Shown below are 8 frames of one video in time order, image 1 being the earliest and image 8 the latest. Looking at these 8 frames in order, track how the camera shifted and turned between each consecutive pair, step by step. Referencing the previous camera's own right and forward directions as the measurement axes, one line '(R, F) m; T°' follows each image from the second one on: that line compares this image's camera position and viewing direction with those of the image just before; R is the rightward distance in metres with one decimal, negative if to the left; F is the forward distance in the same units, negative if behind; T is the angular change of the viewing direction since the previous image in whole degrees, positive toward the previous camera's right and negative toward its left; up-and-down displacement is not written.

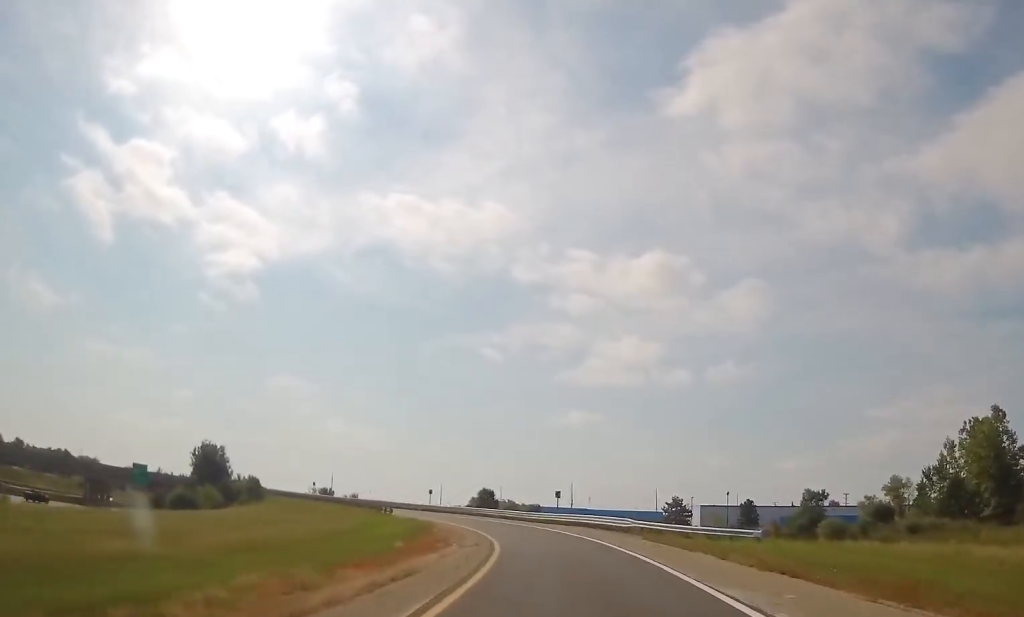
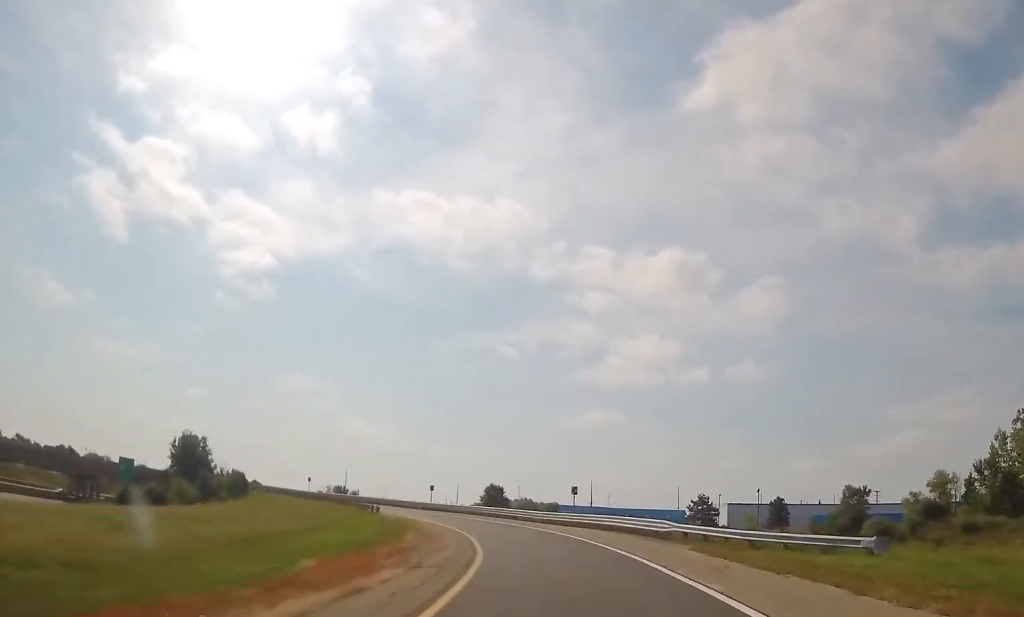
(+0.1, +10.3) m; -1°
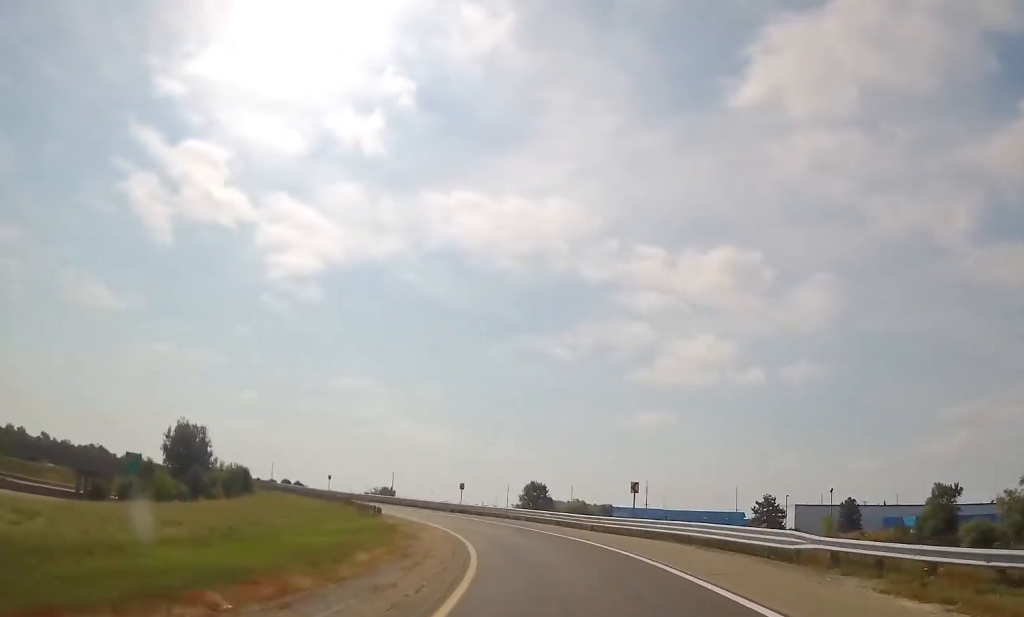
(-0.3, +12.9) m; -2°
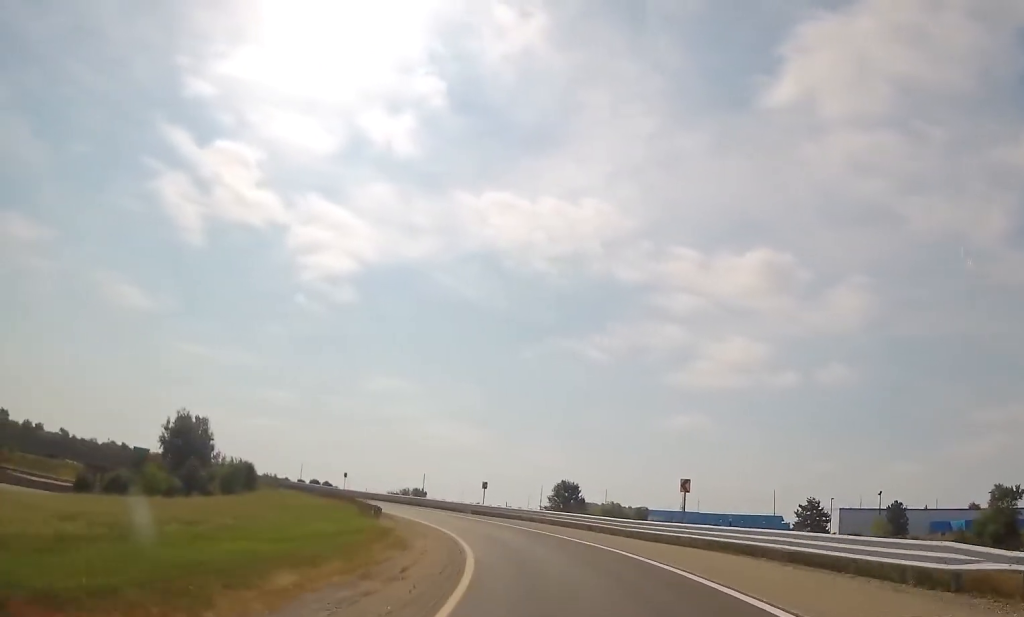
(0.0, +7.1) m; -1°
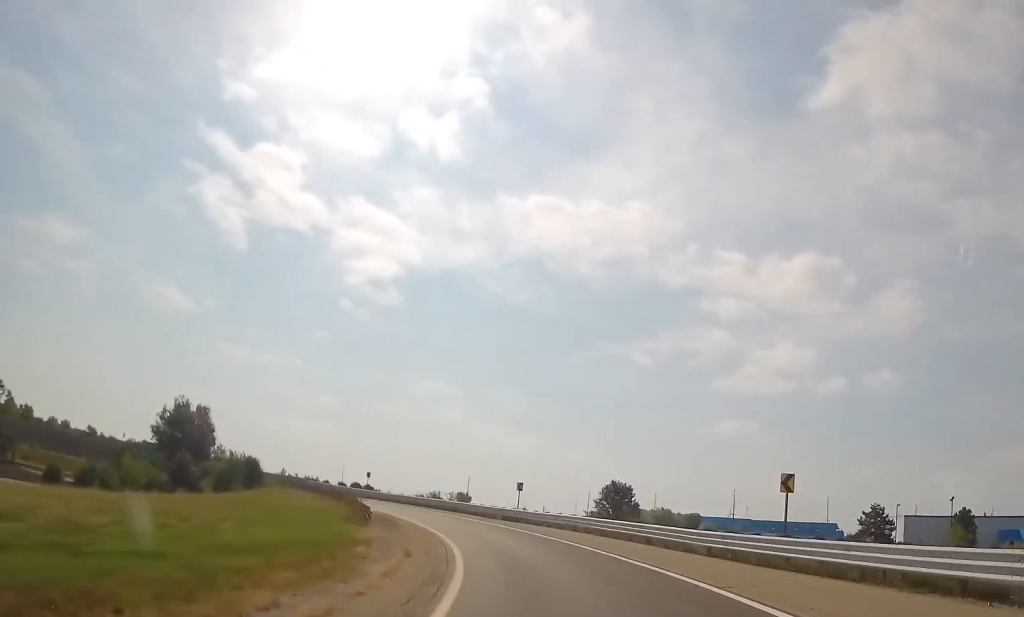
(-0.2, +9.3) m; -2°
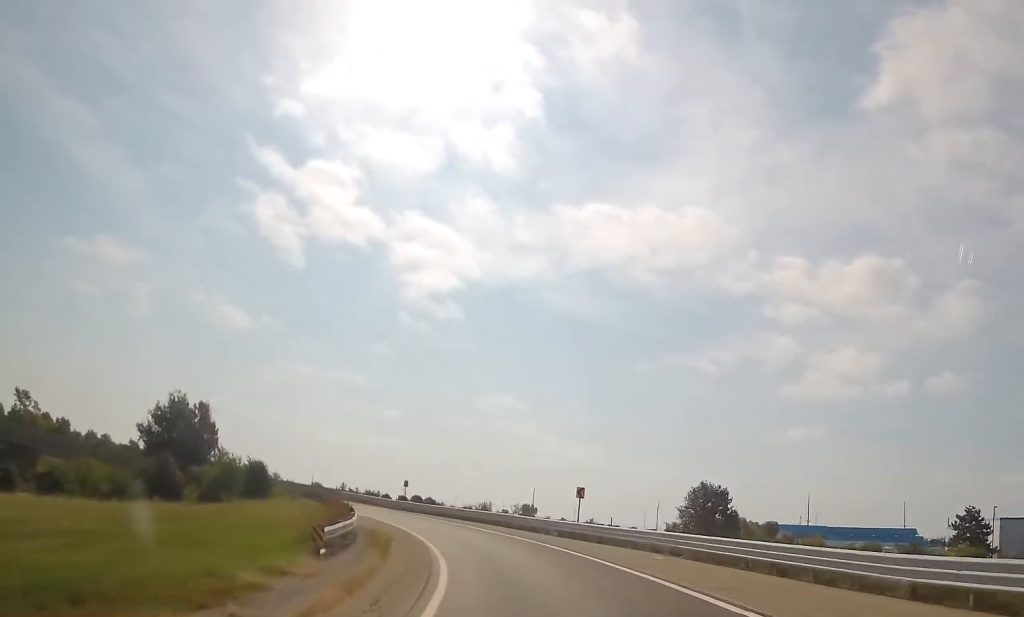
(-0.2, +11.4) m; -3°
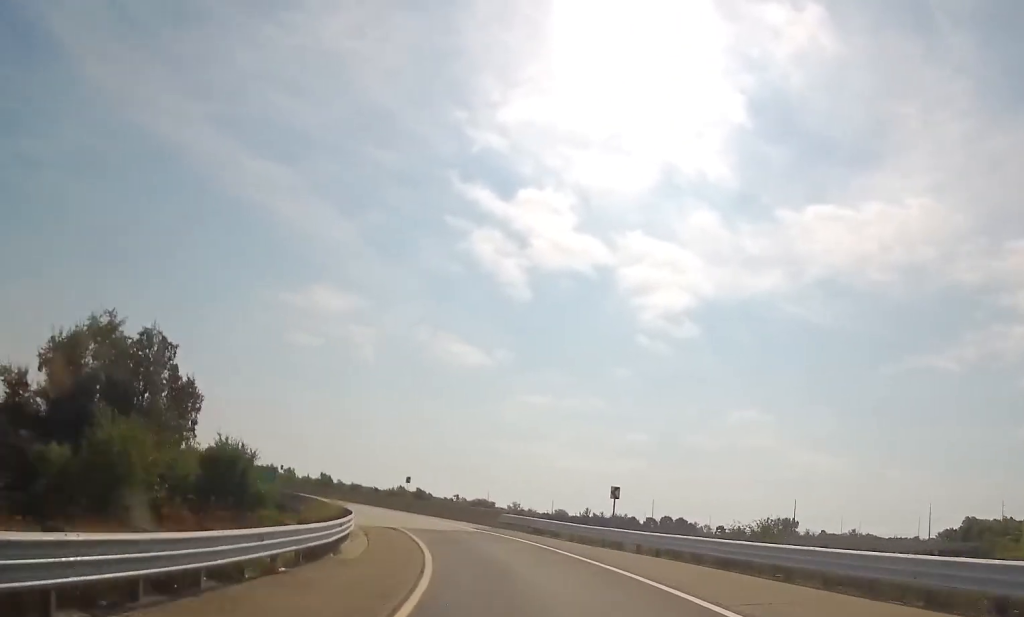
(-5.5, +31.8) m; -23°
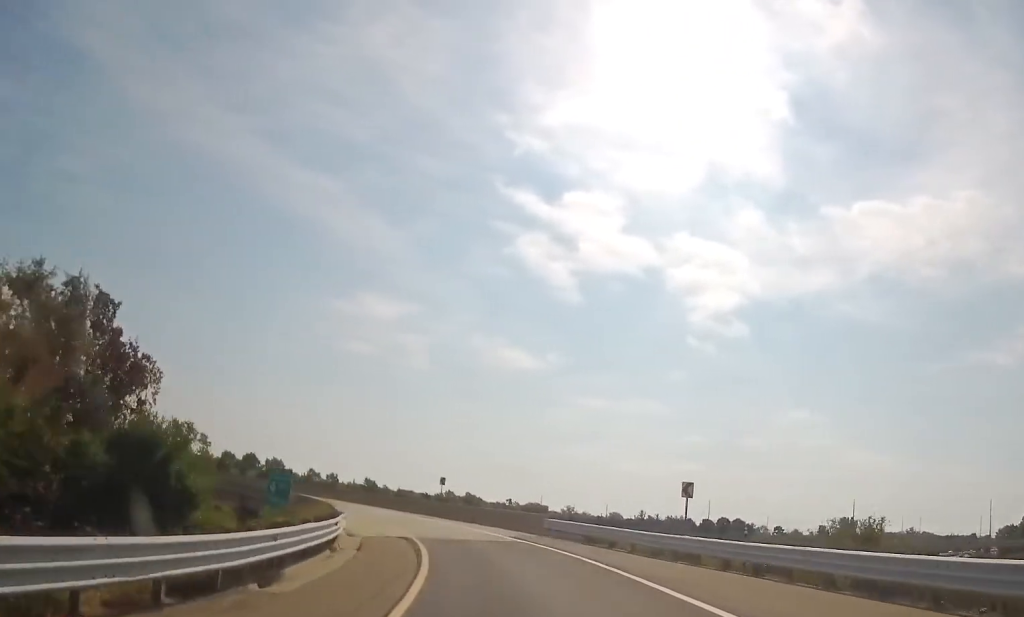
(-0.4, +7.3) m; -5°
